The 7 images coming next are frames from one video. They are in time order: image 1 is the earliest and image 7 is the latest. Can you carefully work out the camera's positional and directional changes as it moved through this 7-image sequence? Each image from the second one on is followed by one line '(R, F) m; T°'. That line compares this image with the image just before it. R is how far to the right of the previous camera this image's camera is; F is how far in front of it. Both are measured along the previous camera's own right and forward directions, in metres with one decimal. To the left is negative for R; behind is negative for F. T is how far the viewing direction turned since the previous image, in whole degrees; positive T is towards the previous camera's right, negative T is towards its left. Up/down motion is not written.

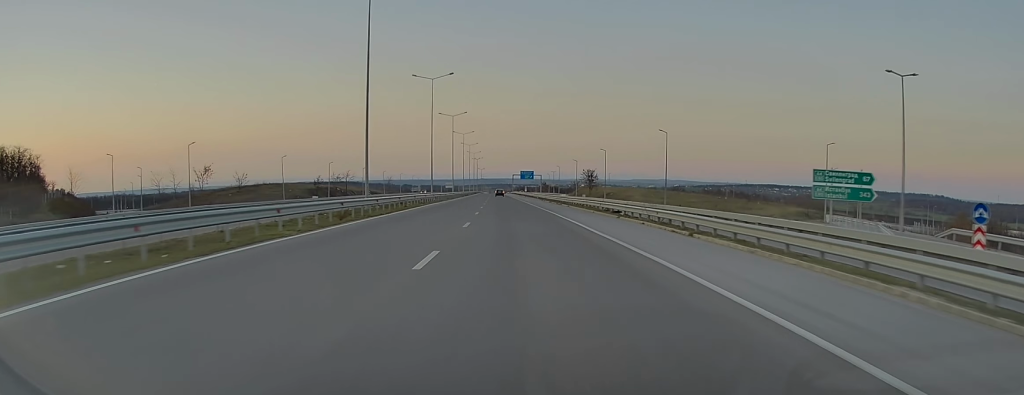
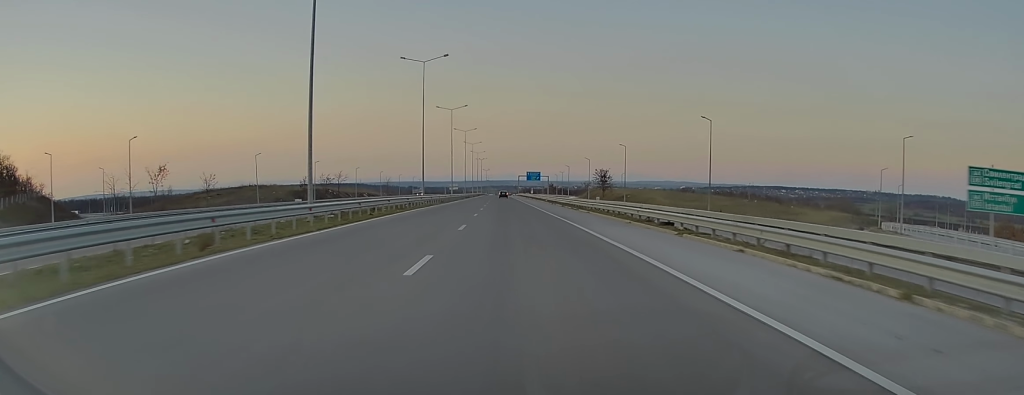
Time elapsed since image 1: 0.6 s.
(0.0, +12.3) m; 0°
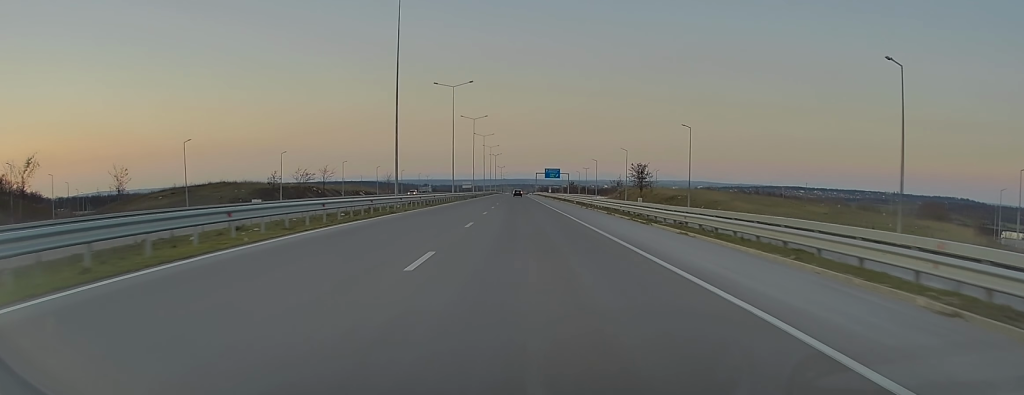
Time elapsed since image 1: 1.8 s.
(0.0, +23.7) m; 0°
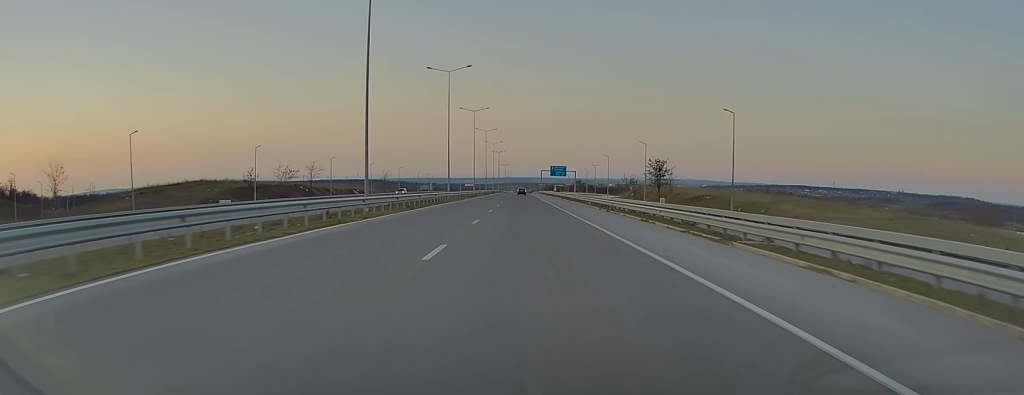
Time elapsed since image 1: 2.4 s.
(-0.1, +10.6) m; -1°
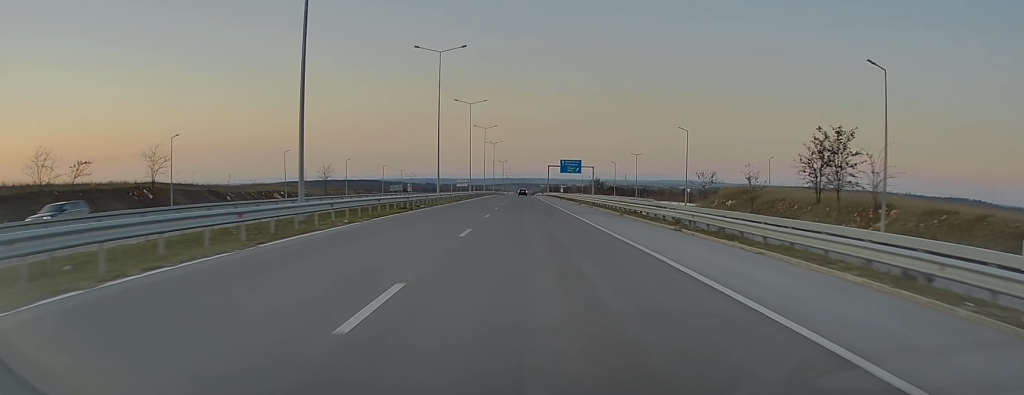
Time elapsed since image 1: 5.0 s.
(-0.7, +53.4) m; -1°
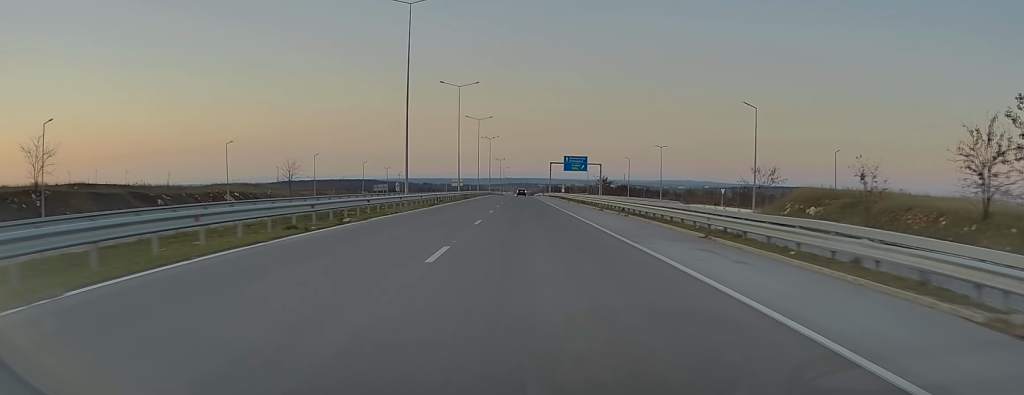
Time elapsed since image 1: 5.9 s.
(0.0, +18.3) m; 0°
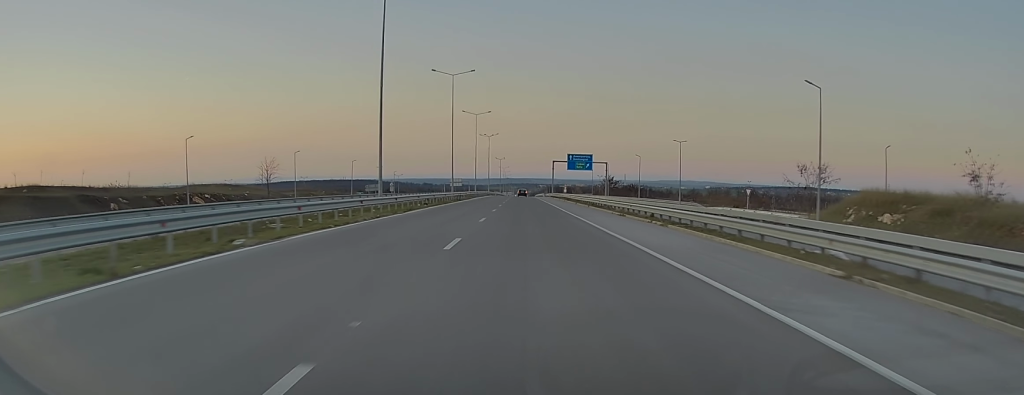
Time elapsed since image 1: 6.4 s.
(0.0, +9.5) m; 0°
